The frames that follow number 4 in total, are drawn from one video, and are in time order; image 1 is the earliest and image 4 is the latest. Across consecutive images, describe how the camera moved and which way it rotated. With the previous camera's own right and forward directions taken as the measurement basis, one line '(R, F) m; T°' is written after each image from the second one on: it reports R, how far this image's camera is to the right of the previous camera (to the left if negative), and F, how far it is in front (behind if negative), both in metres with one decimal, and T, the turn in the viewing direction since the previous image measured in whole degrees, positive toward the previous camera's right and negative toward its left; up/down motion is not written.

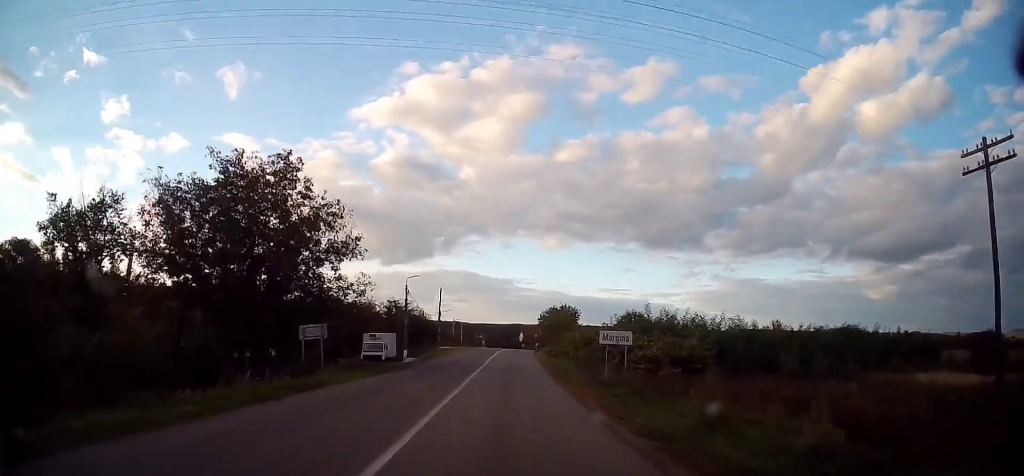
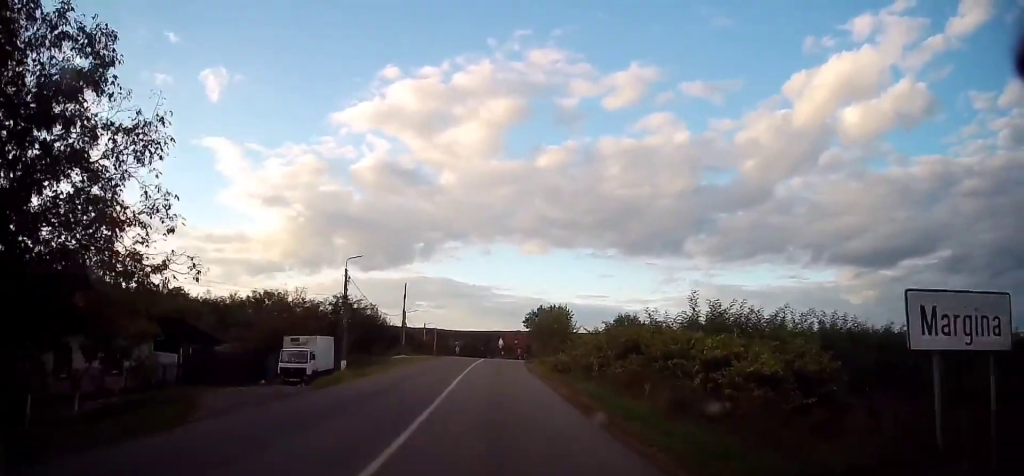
(+0.4, +14.9) m; +2°
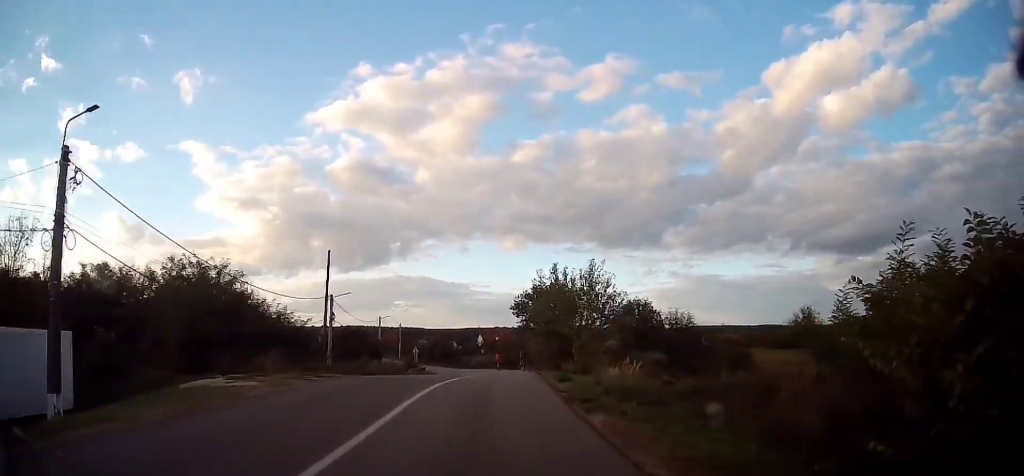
(-0.1, +25.5) m; +2°
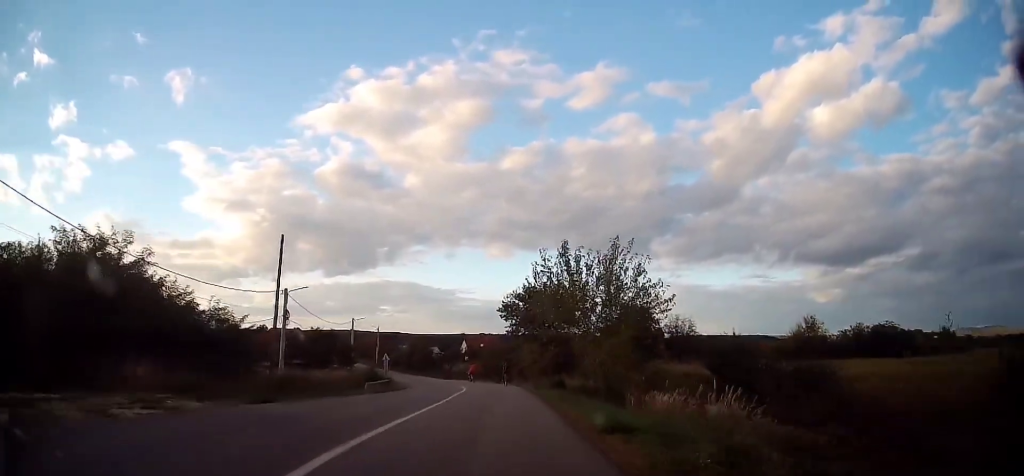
(+0.1, +8.5) m; +1°
